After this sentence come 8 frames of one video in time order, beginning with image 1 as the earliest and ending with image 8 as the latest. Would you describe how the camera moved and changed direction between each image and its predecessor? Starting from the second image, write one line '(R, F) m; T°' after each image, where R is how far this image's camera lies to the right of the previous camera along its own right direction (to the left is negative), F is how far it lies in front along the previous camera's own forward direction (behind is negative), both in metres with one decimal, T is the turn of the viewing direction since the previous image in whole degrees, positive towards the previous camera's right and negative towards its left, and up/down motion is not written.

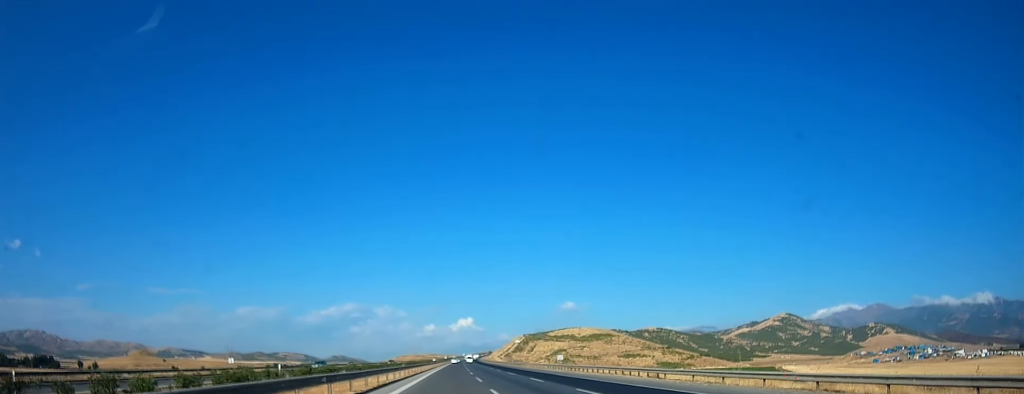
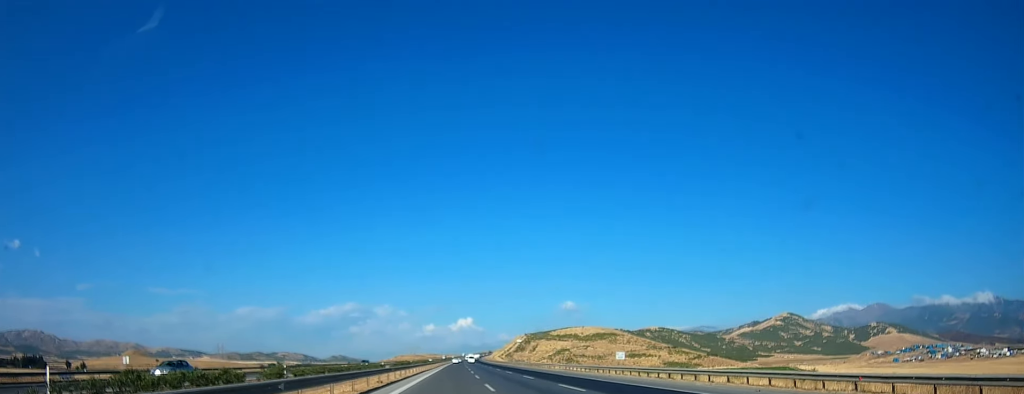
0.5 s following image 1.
(0.0, +28.0) m; 0°
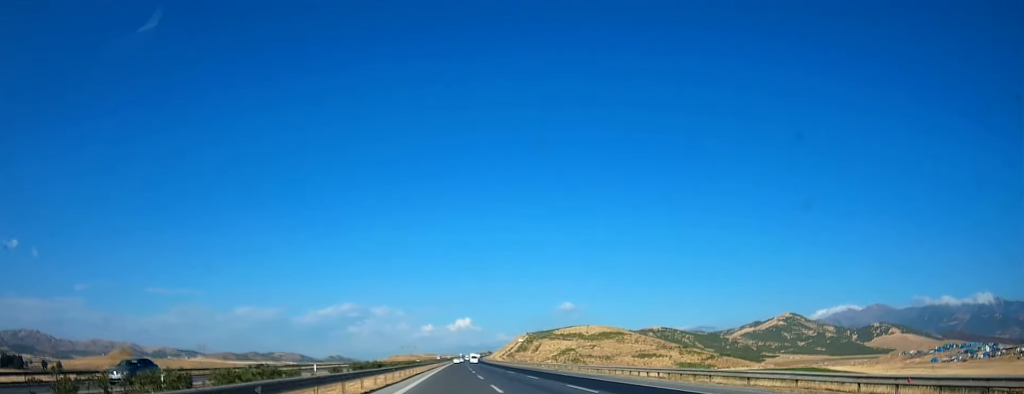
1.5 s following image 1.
(0.0, +50.7) m; 0°
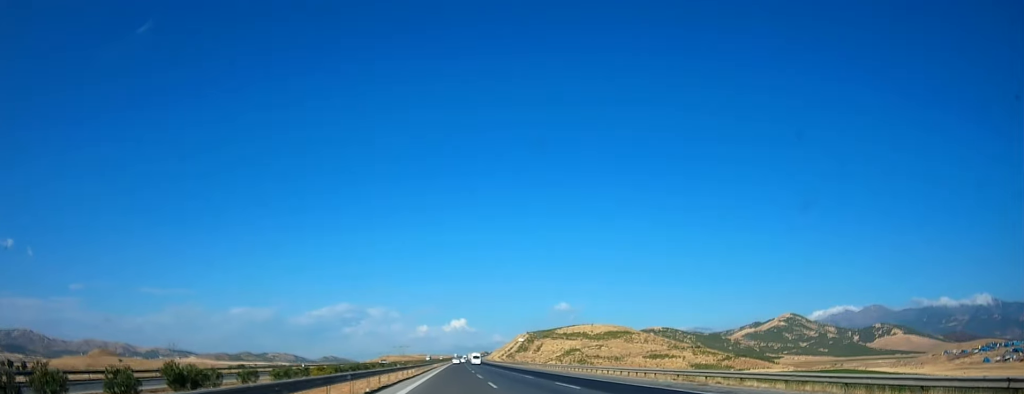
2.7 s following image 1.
(+0.2, +63.3) m; +1°
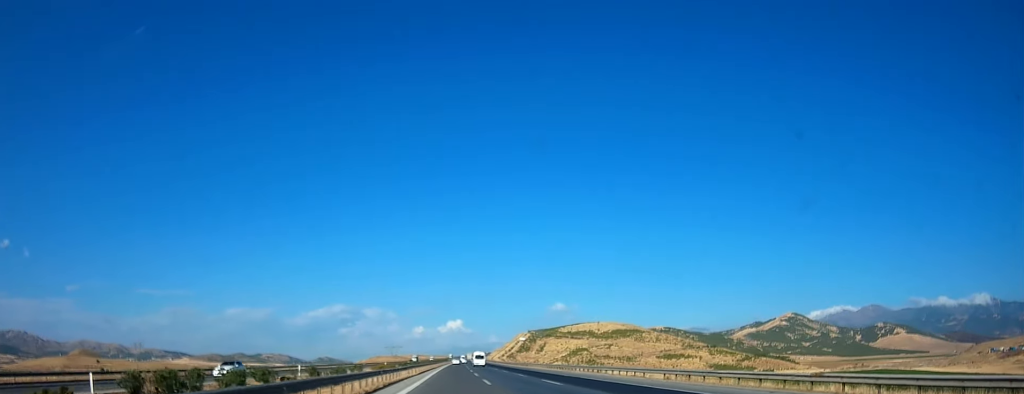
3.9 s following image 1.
(+0.4, +62.0) m; 0°
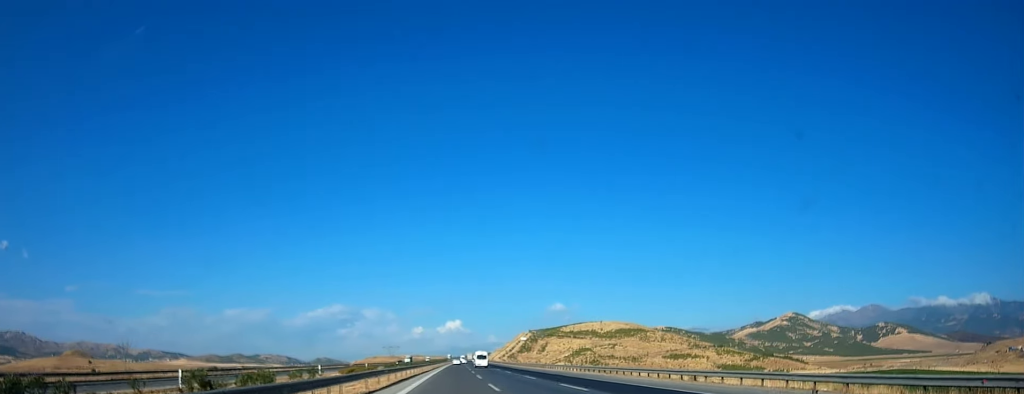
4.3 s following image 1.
(0.0, +22.3) m; 0°
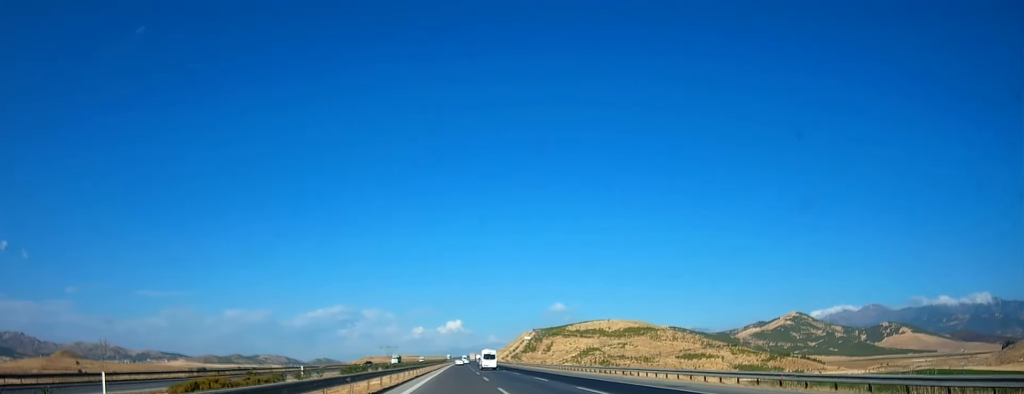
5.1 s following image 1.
(0.0, +36.9) m; 0°
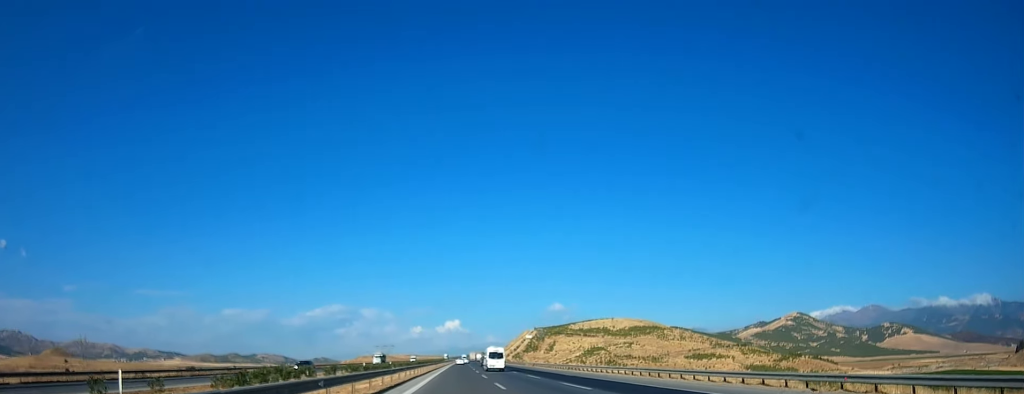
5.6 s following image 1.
(+0.1, +28.2) m; 0°
